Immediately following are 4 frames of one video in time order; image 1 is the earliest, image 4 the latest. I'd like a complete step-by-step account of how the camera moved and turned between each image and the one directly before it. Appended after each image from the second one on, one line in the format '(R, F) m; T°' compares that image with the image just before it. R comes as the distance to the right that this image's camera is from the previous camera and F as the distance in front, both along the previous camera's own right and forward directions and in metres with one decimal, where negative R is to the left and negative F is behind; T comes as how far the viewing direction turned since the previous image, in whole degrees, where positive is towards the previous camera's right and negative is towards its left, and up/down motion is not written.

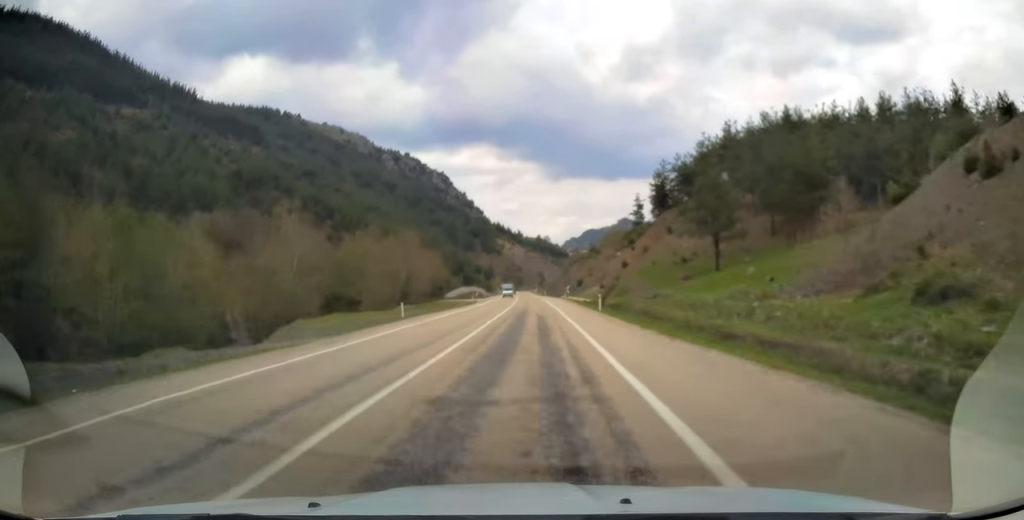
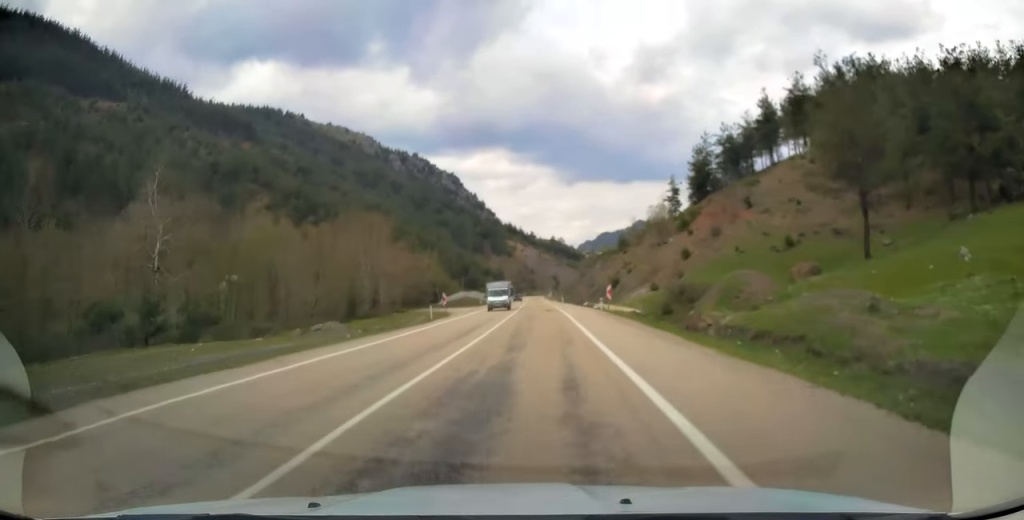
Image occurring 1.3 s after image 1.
(-0.5, +35.0) m; -2°
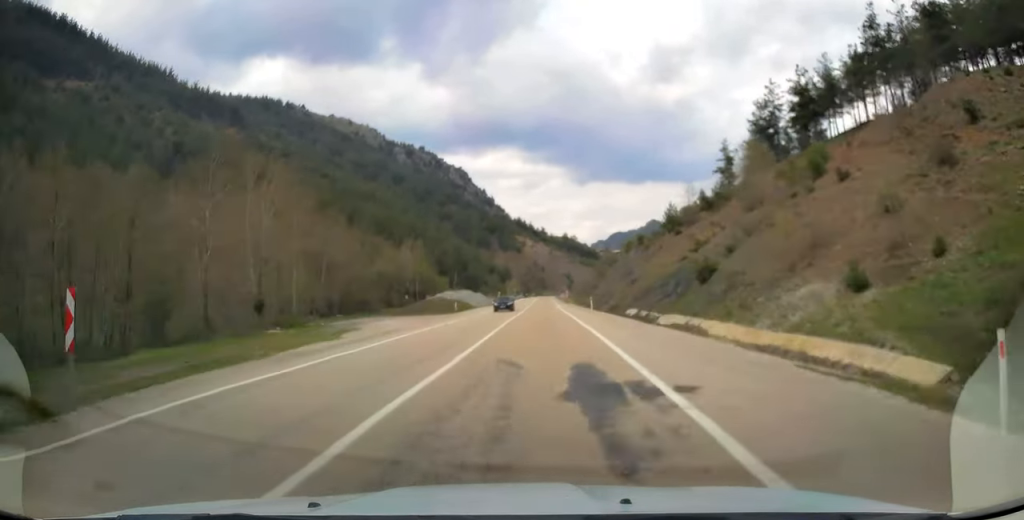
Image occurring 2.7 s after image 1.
(-0.7, +38.9) m; -1°
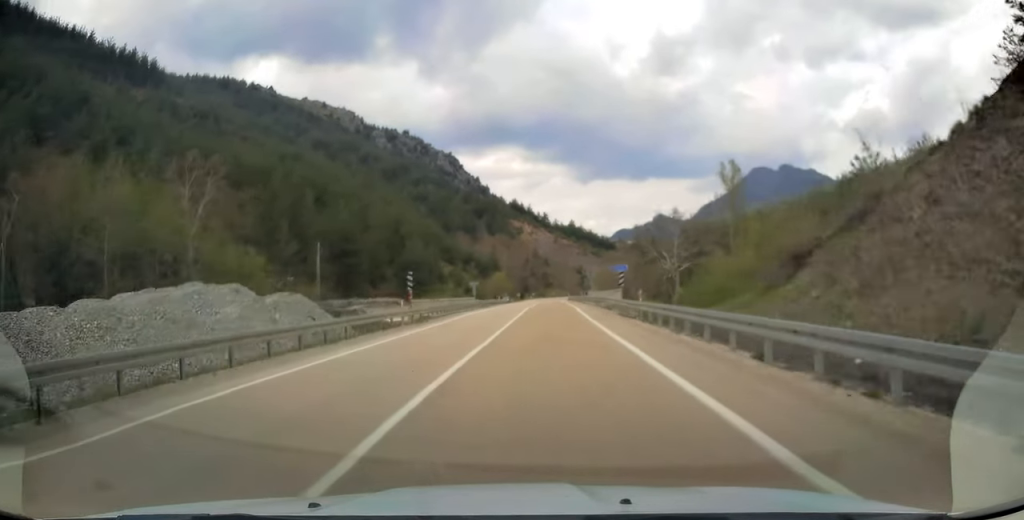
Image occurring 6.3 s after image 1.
(-0.7, +101.0) m; -1°
